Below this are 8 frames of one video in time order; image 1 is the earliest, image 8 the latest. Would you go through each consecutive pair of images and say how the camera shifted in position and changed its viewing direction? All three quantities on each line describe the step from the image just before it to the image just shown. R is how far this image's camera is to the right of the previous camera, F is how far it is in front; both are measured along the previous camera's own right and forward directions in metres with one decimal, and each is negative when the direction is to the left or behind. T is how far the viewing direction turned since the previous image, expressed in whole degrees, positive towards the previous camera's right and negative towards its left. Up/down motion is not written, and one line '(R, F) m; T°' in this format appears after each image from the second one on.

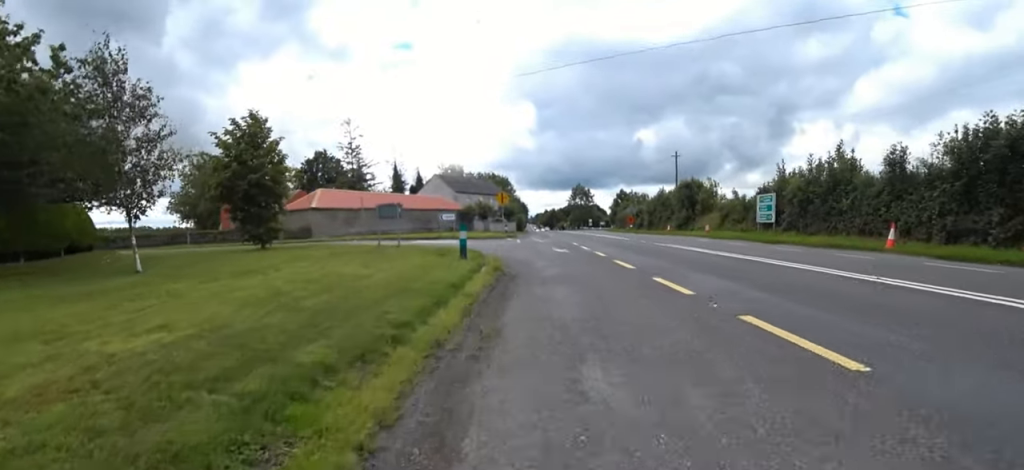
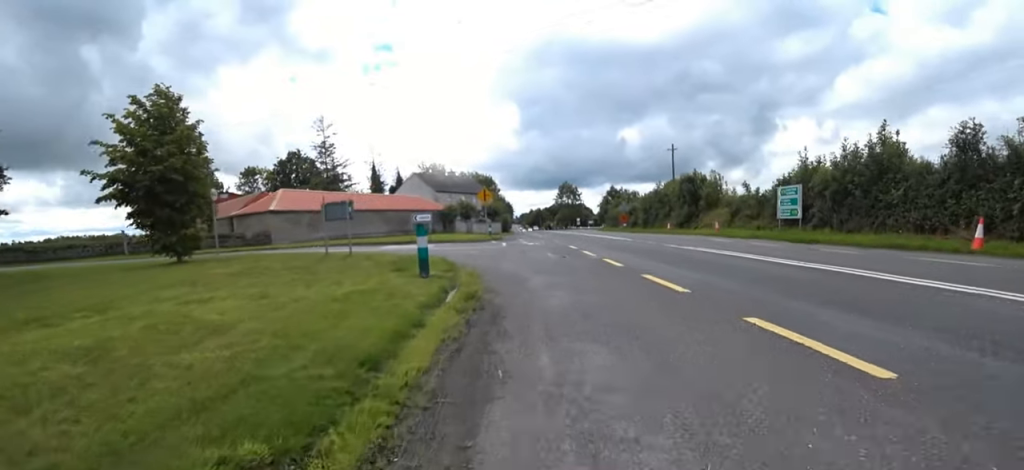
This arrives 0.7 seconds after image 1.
(0.0, +4.2) m; 0°
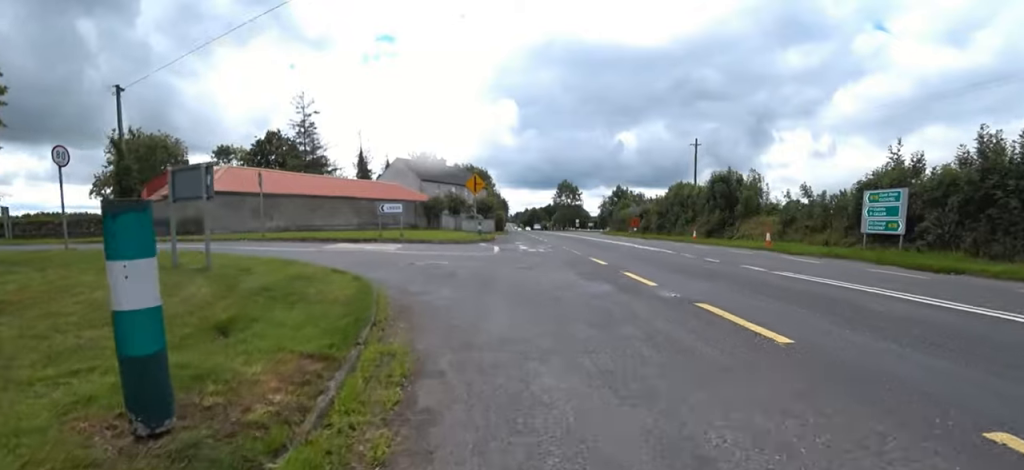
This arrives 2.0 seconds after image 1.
(-0.2, +6.8) m; -5°
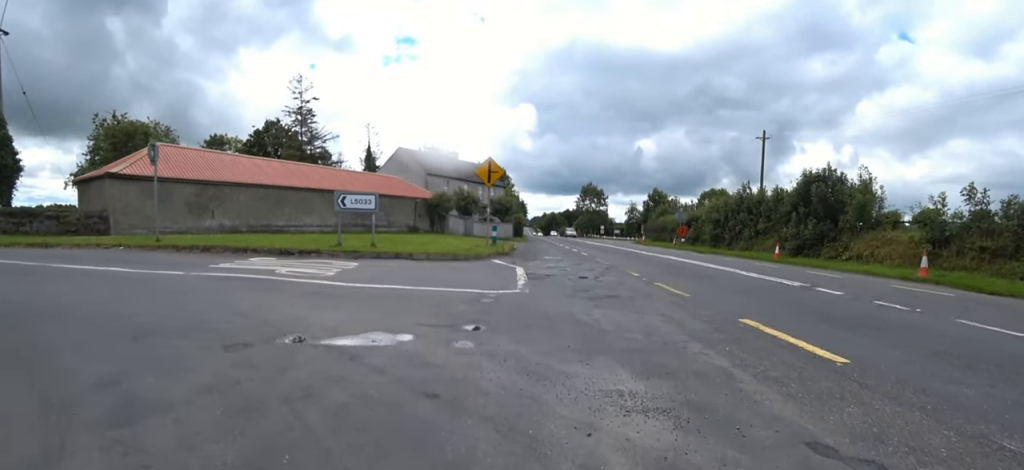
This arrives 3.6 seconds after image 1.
(+0.1, +8.1) m; +7°
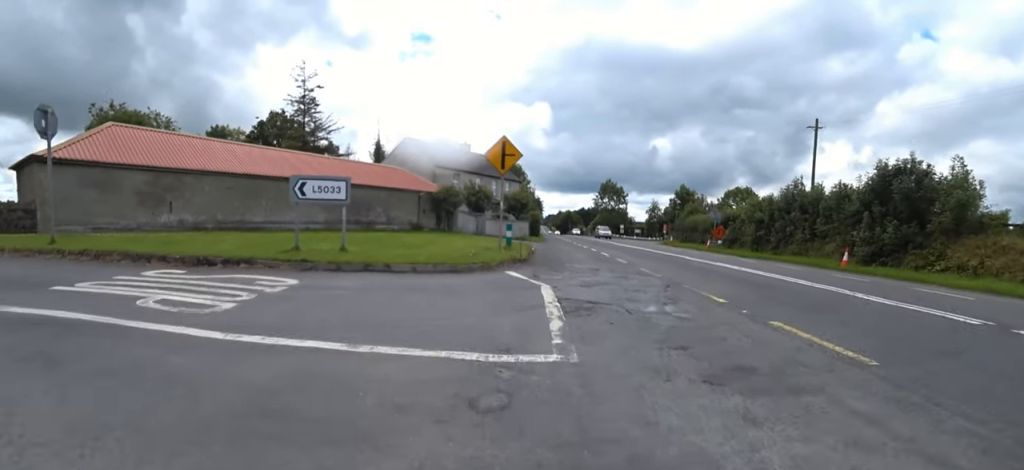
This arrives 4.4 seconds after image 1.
(+0.2, +3.9) m; -4°
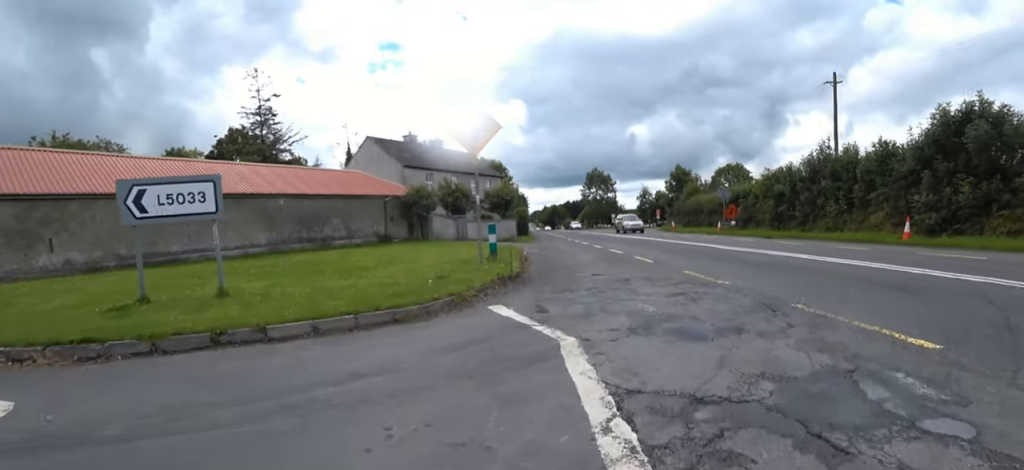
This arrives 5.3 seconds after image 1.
(-0.4, +4.2) m; -2°
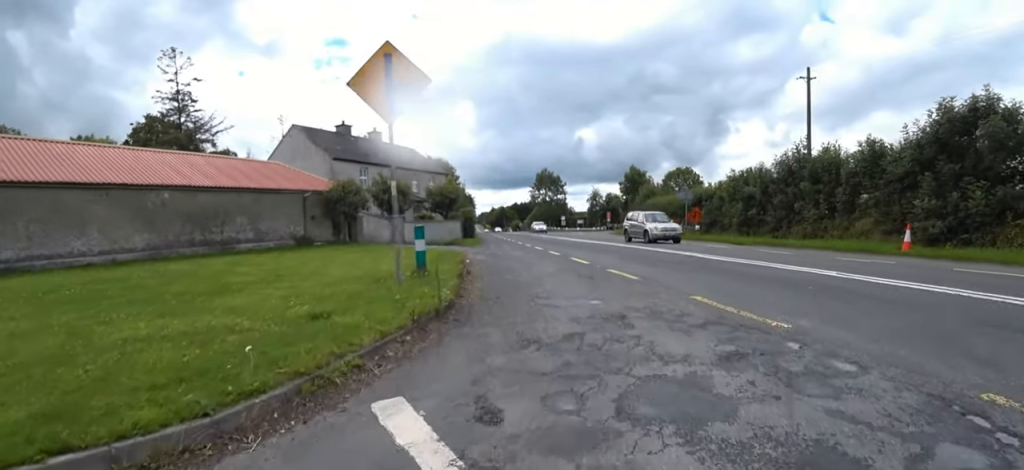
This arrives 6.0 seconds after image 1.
(-0.1, +3.2) m; +6°
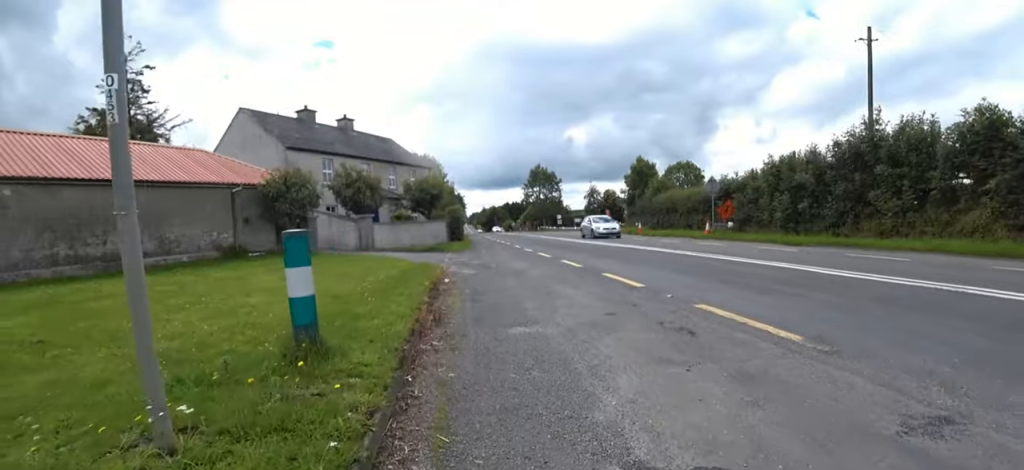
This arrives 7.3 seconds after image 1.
(+0.9, +4.9) m; +2°
